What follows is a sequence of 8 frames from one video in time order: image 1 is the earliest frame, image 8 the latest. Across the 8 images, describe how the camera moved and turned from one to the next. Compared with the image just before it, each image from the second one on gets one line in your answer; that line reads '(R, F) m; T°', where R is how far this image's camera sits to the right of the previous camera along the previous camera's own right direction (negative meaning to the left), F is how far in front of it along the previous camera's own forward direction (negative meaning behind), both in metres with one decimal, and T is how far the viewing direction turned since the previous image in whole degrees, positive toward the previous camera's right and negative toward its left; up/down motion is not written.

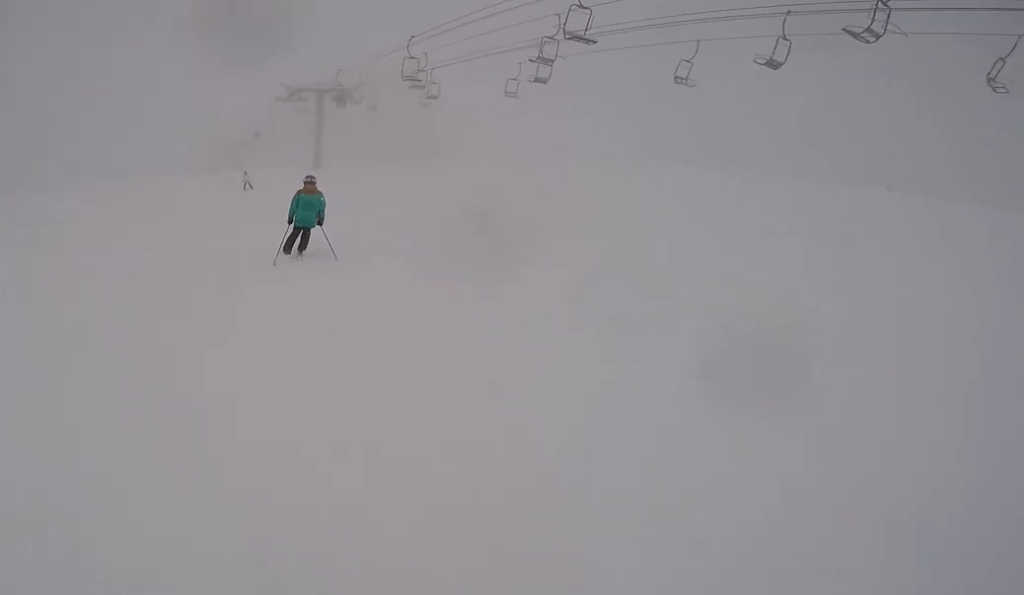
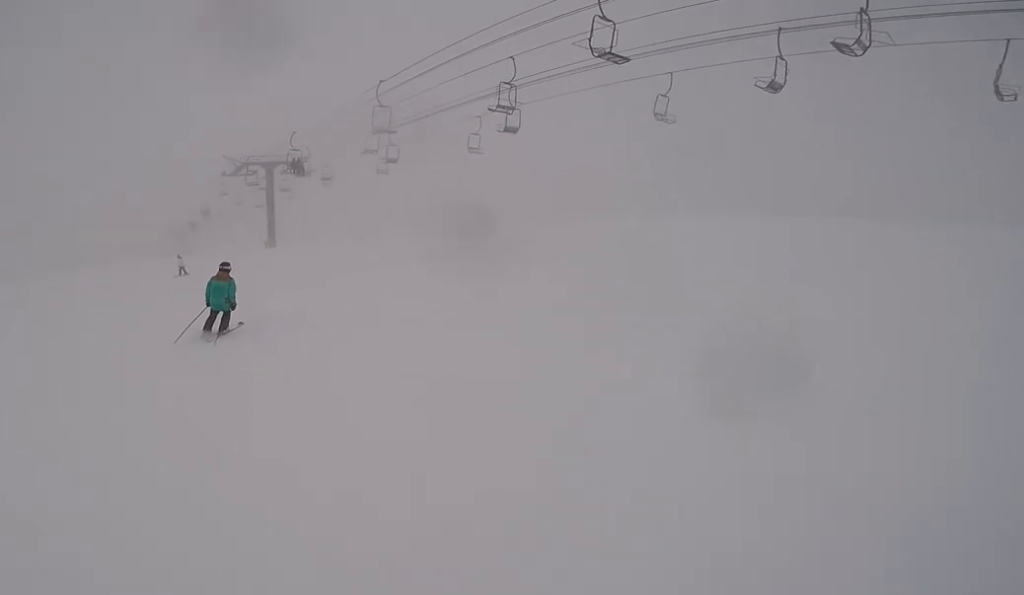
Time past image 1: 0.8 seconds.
(+0.7, +4.0) m; +3°
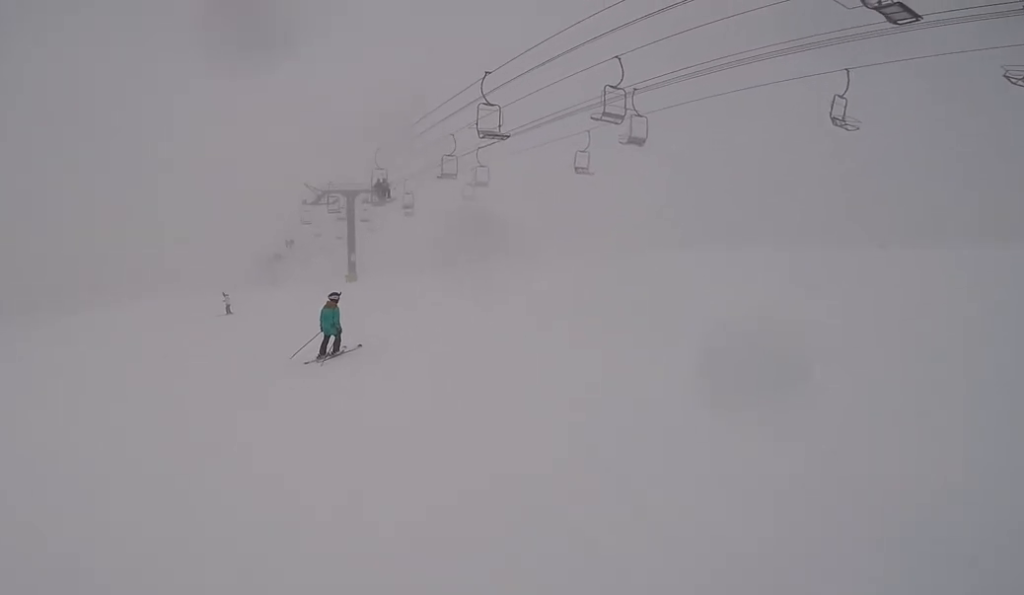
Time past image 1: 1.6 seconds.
(-0.5, +4.5) m; -3°
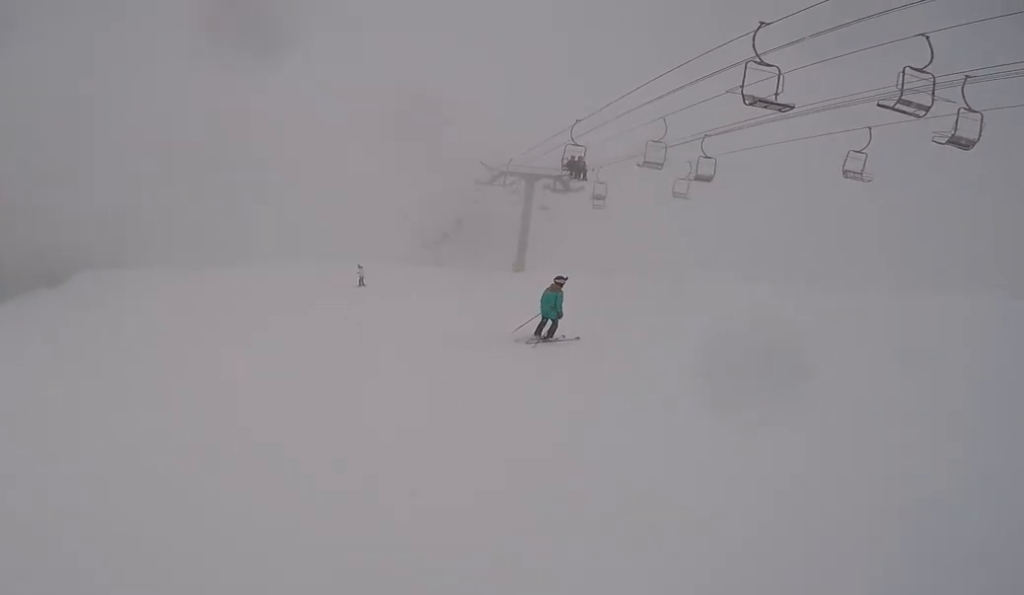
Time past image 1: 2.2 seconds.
(+0.1, +3.3) m; -6°
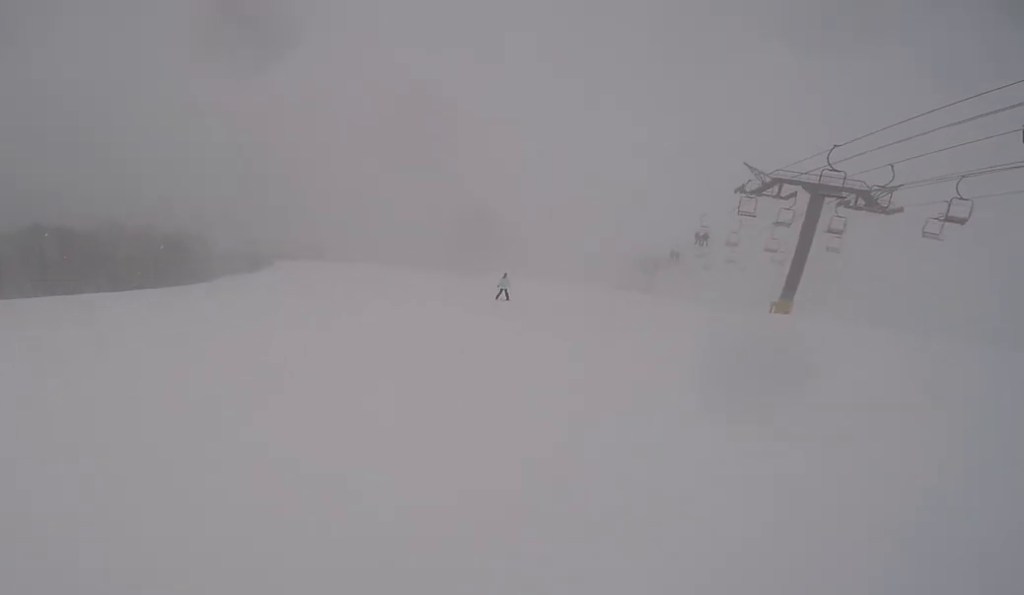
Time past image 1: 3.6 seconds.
(-1.3, +7.5) m; -27°
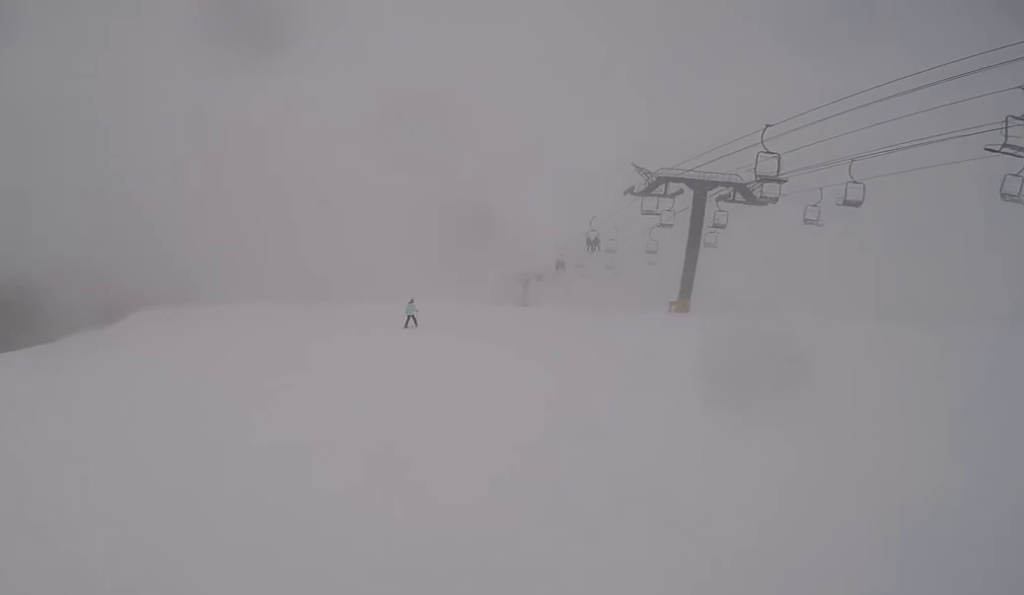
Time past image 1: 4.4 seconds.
(-0.9, +4.7) m; +6°
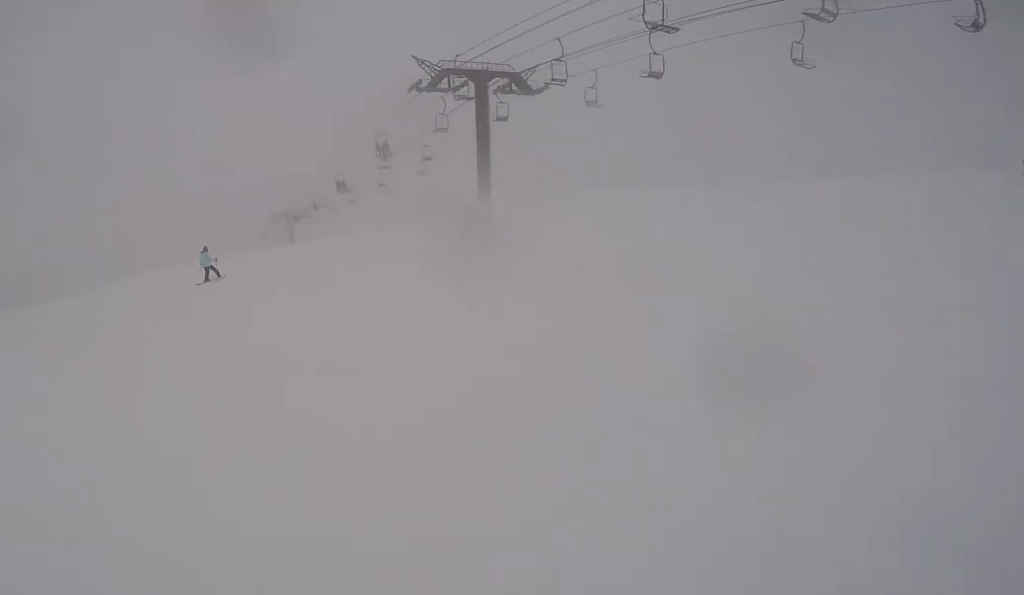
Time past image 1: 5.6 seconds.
(+1.9, +5.4) m; +43°
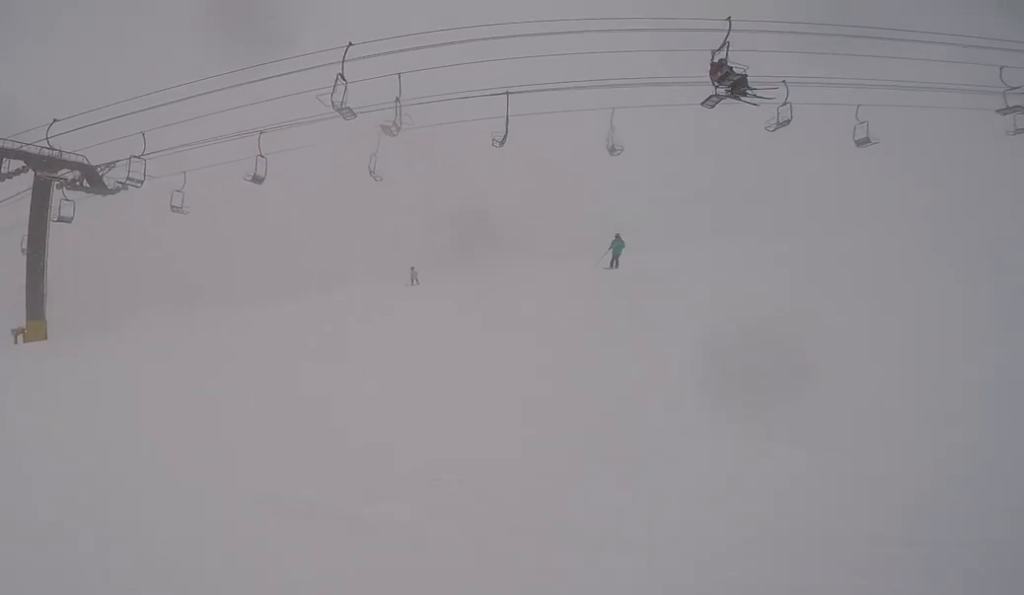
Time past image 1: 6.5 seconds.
(+1.0, +3.5) m; +18°
